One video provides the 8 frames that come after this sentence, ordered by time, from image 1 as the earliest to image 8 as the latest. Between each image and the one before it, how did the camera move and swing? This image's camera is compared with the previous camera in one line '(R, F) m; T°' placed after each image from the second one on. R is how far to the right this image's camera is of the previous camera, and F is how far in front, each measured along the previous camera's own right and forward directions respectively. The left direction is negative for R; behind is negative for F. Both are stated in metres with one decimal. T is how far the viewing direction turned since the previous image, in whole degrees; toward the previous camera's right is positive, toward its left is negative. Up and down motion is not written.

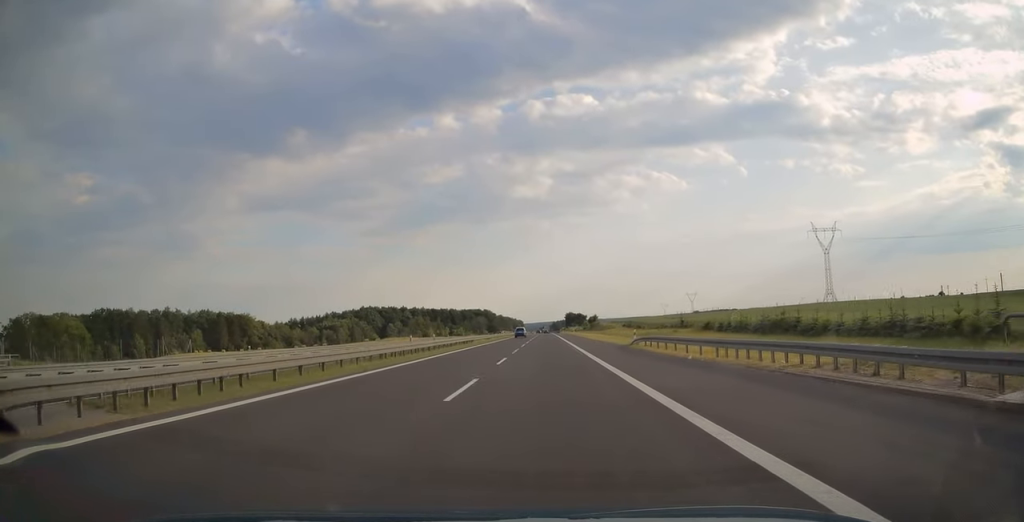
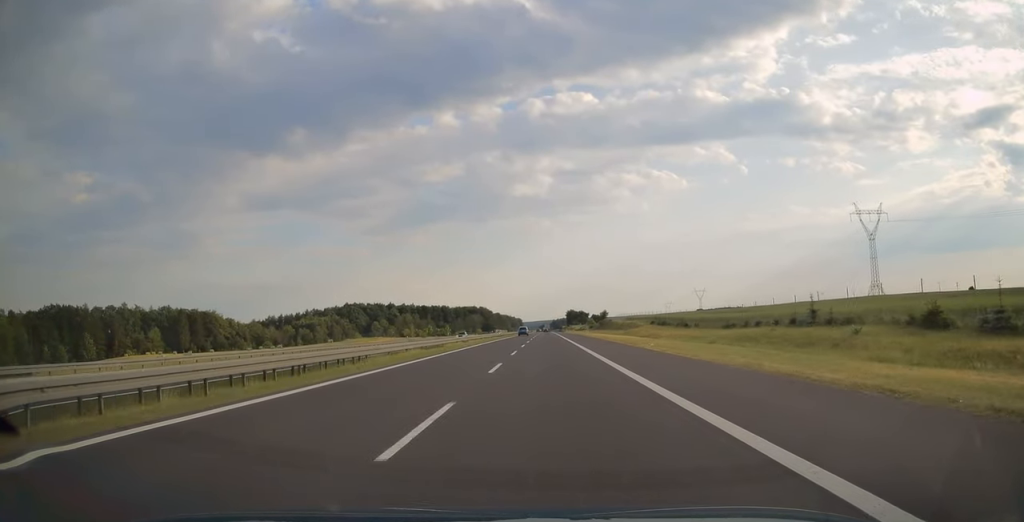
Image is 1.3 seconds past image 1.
(-0.1, +41.4) m; 0°
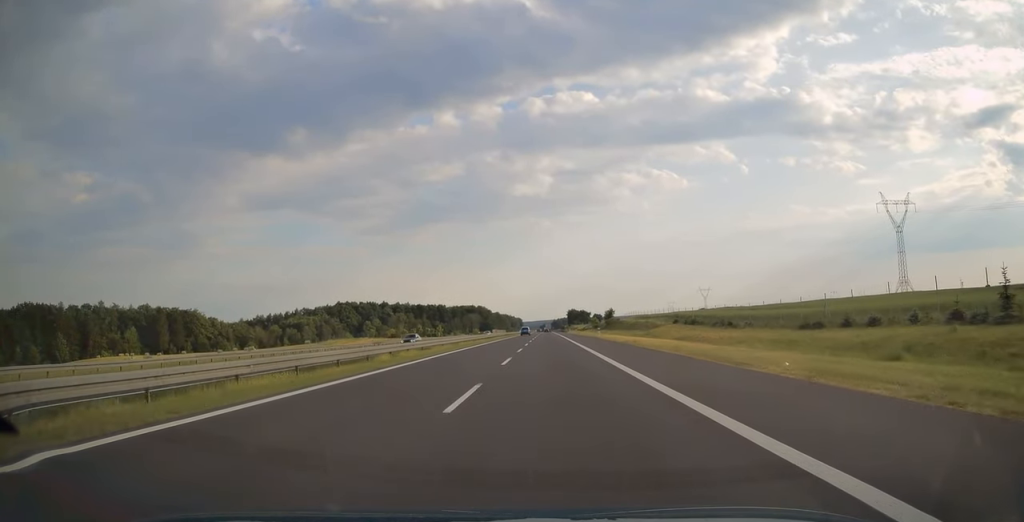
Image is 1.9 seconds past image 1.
(0.0, +20.1) m; 0°
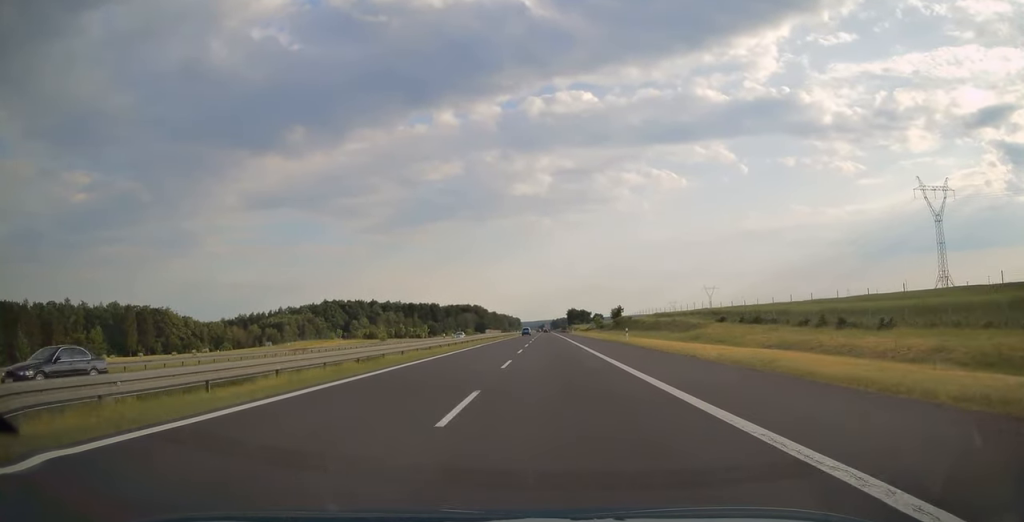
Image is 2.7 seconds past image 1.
(0.0, +25.7) m; 0°
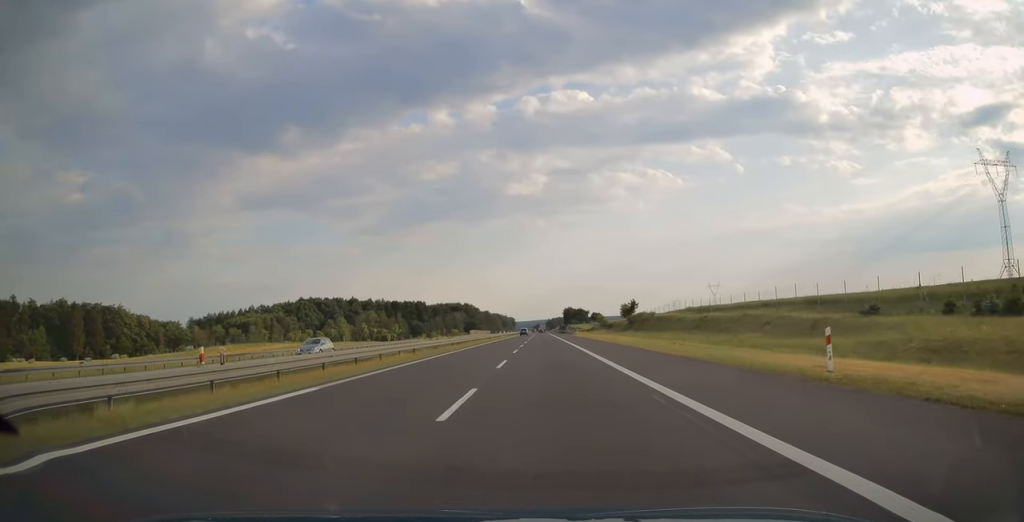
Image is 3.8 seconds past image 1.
(0.0, +35.5) m; 0°
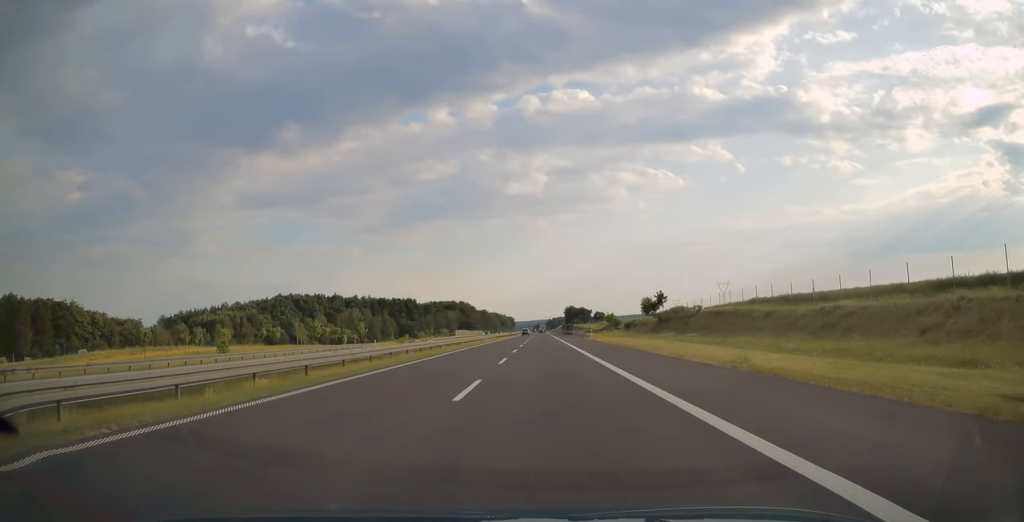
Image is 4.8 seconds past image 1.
(0.0, +33.3) m; 0°
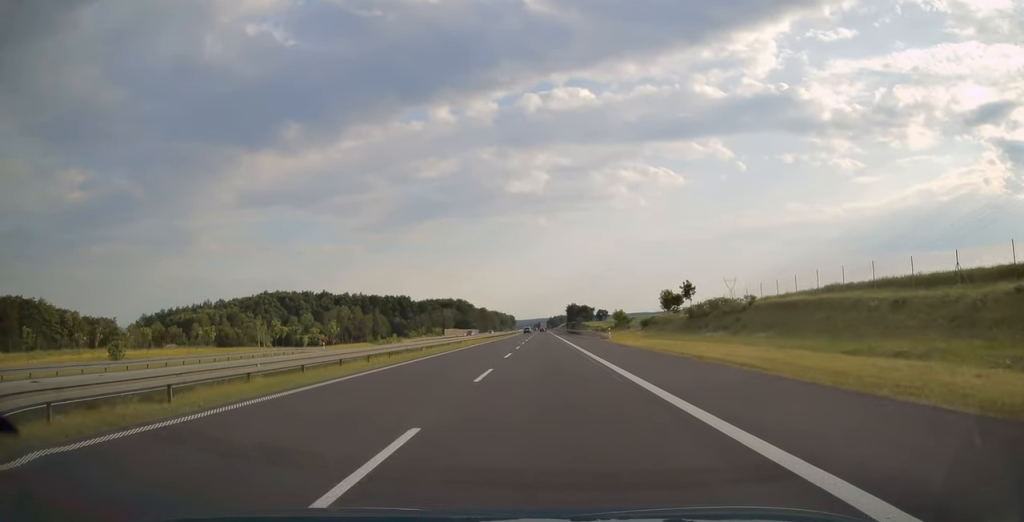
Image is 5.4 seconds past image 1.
(0.0, +20.2) m; 0°
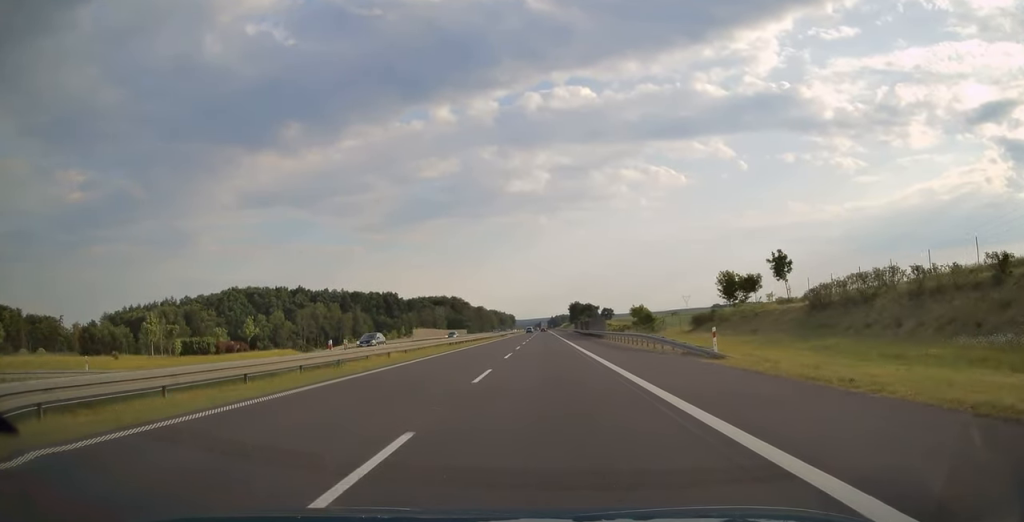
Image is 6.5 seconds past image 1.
(0.0, +36.1) m; 0°
